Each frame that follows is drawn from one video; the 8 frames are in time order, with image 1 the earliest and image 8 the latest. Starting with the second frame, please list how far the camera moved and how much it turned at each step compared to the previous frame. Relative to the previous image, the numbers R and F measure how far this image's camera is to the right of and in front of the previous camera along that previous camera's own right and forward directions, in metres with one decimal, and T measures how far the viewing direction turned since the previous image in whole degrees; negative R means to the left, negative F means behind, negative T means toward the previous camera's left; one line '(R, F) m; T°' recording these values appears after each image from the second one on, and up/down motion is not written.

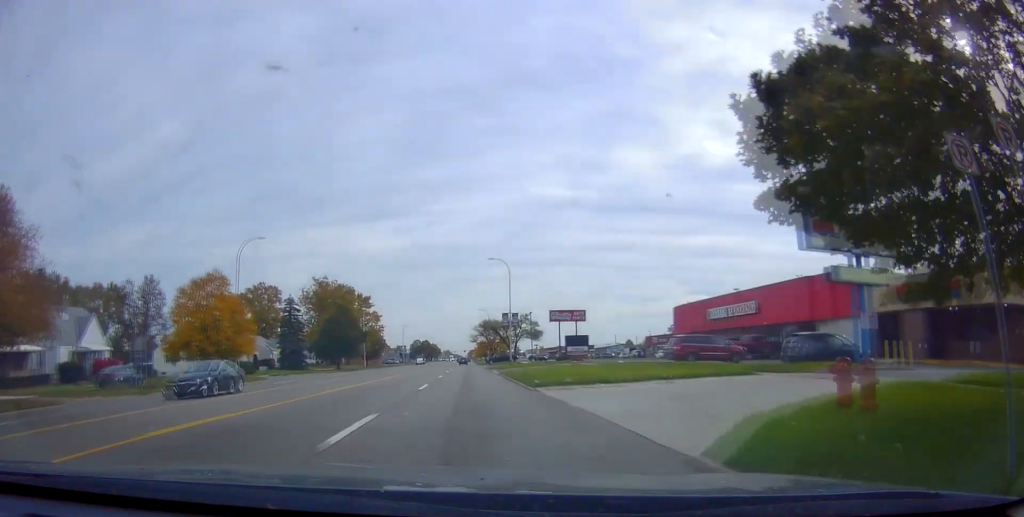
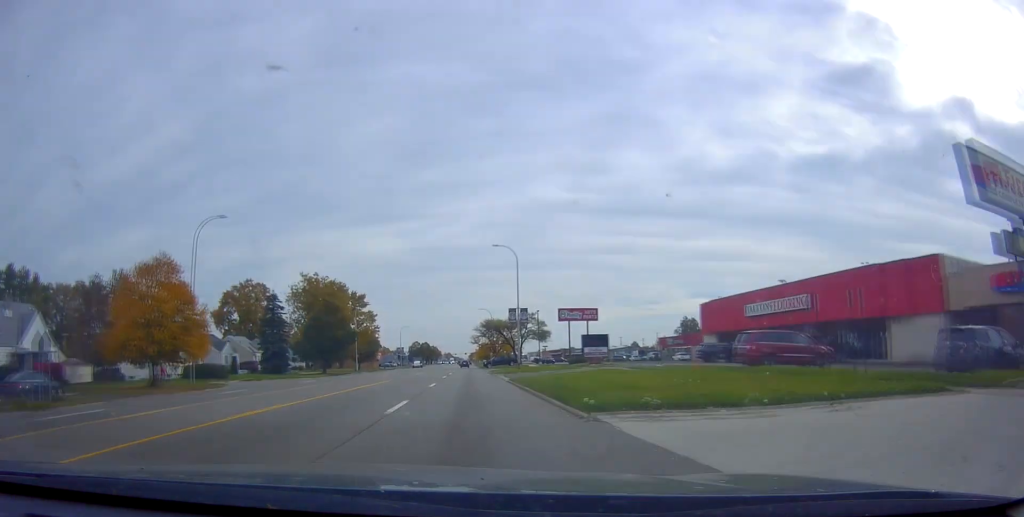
(+0.1, +9.3) m; +1°
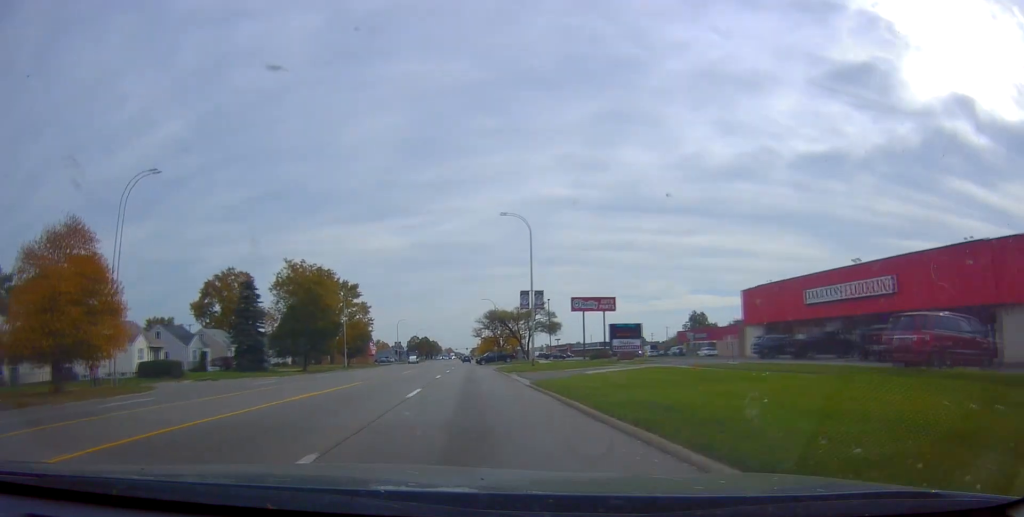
(0.0, +11.1) m; 0°
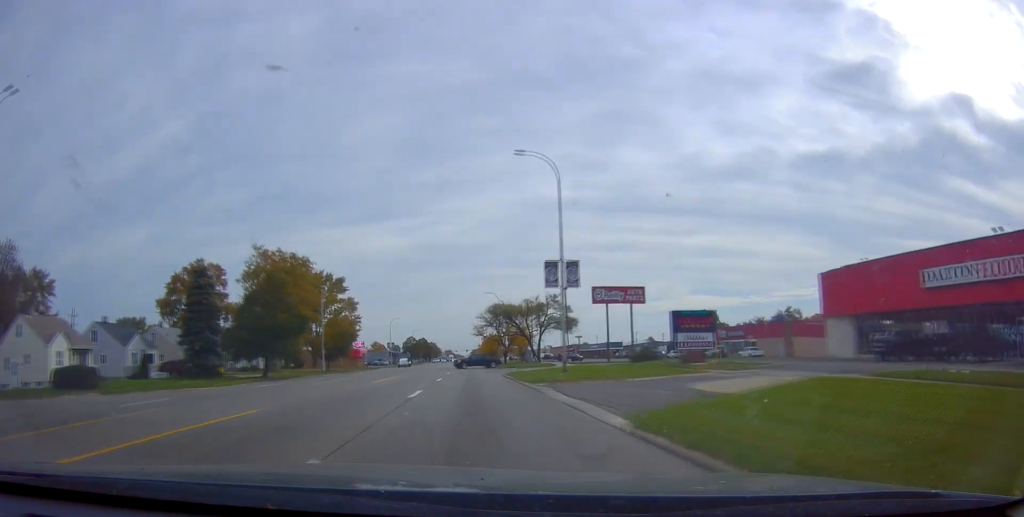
(0.0, +15.1) m; 0°
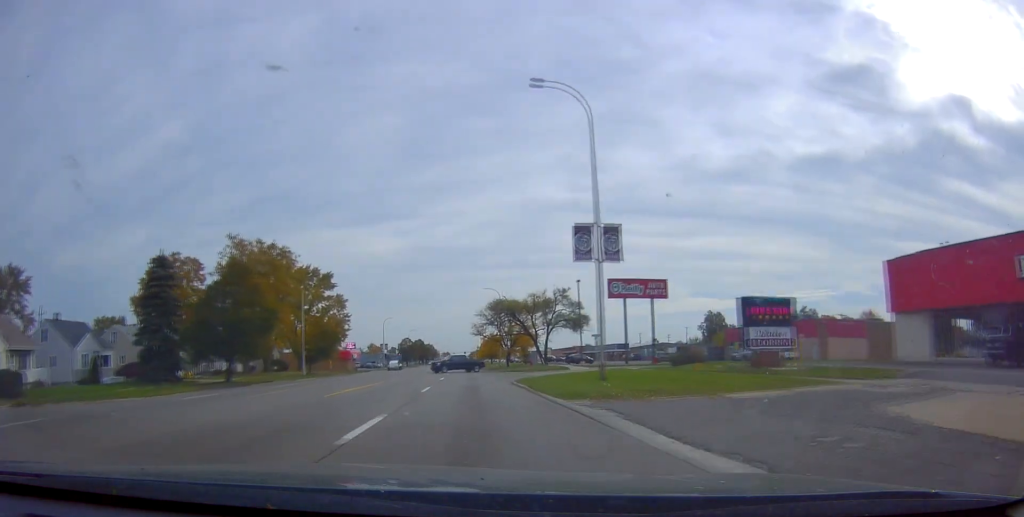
(0.0, +9.3) m; 0°
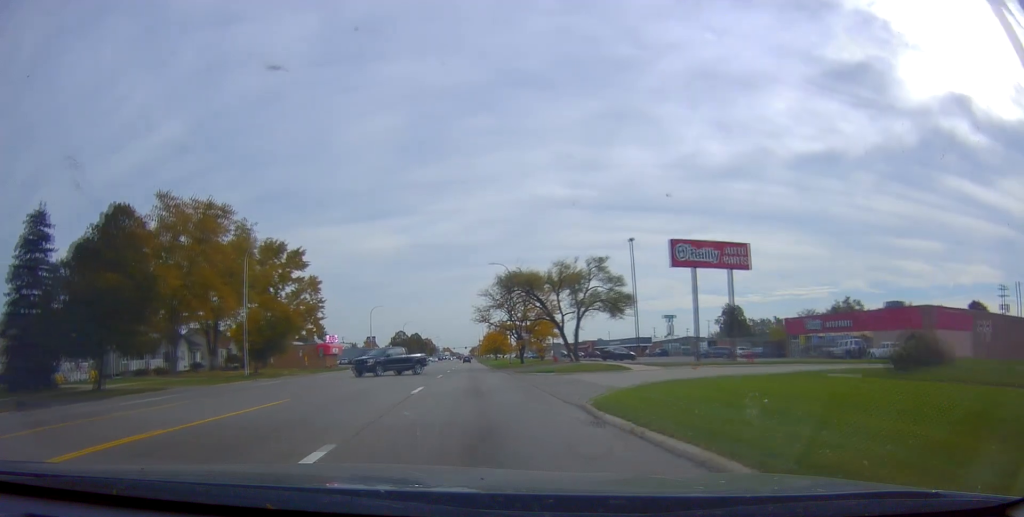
(-0.2, +20.1) m; -2°
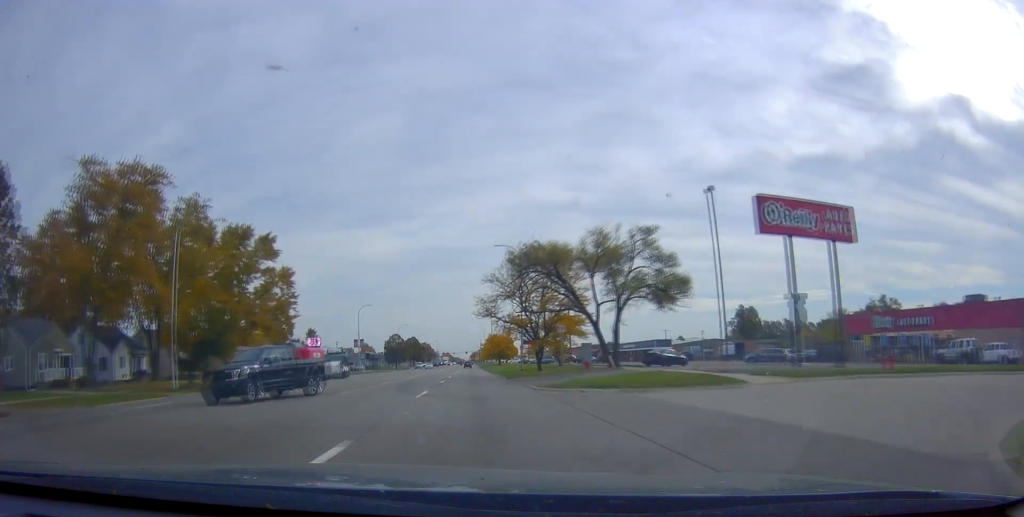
(-0.3, +14.4) m; -1°
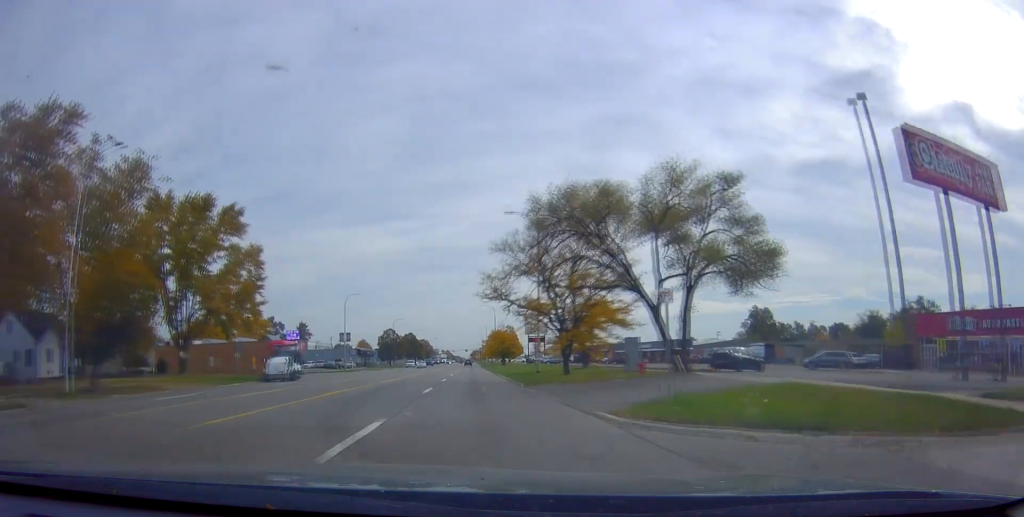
(0.0, +12.7) m; +1°
